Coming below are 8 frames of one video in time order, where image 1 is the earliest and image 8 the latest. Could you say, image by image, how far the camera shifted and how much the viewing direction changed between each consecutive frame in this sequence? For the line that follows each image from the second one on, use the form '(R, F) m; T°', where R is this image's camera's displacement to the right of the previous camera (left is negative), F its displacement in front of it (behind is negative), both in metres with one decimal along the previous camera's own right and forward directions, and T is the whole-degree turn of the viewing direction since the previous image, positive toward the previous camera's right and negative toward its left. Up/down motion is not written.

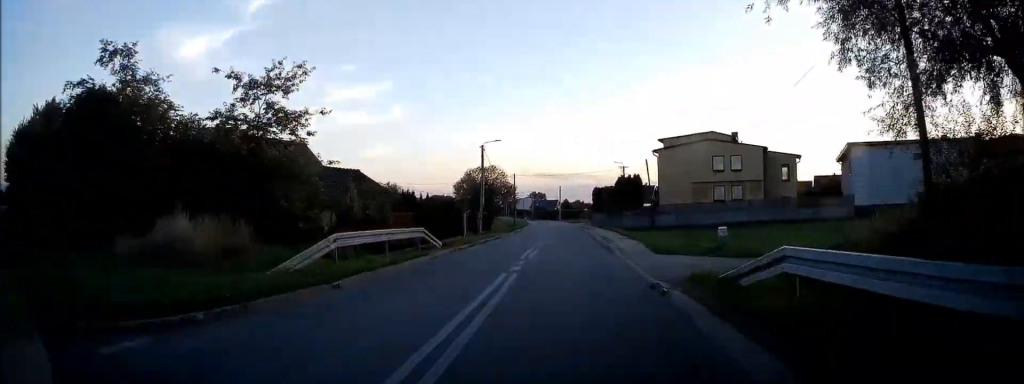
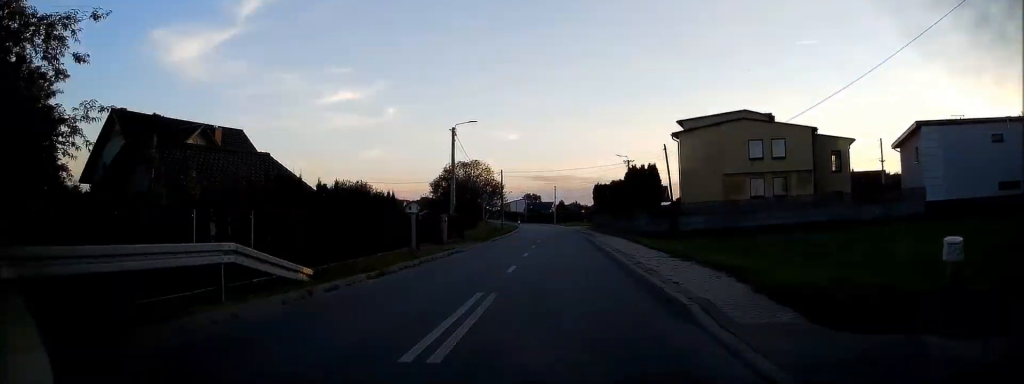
(+0.3, +12.8) m; +1°
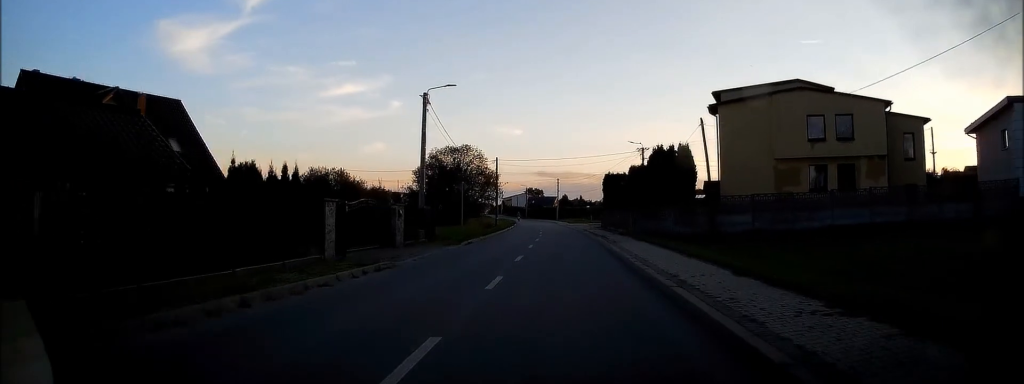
(-0.1, +10.5) m; -1°
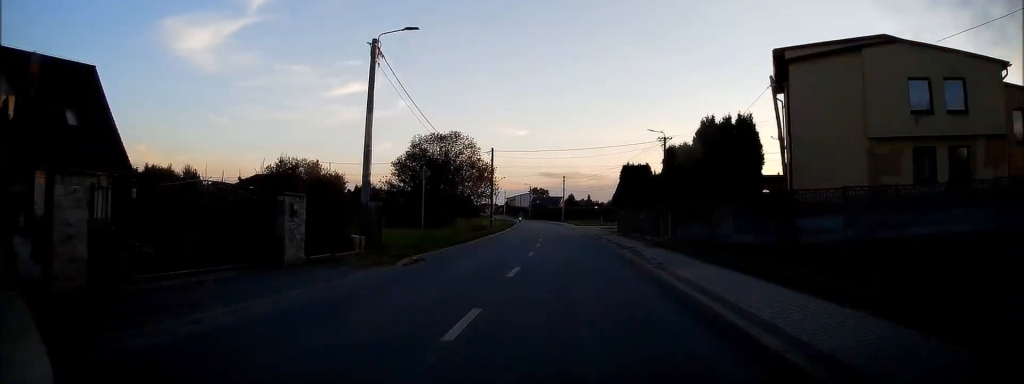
(-0.2, +10.7) m; -1°
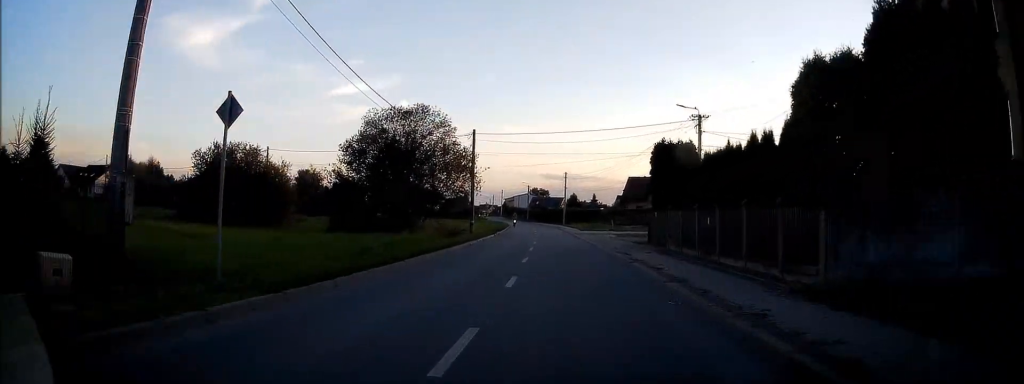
(0.0, +14.1) m; 0°
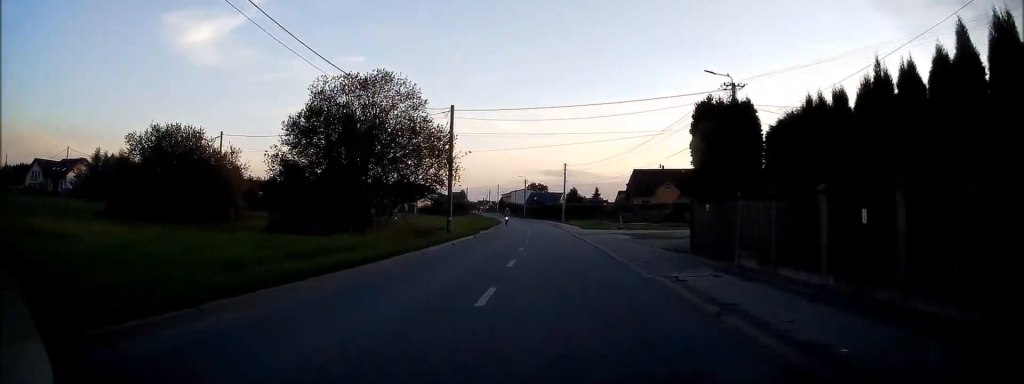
(0.0, +9.2) m; 0°
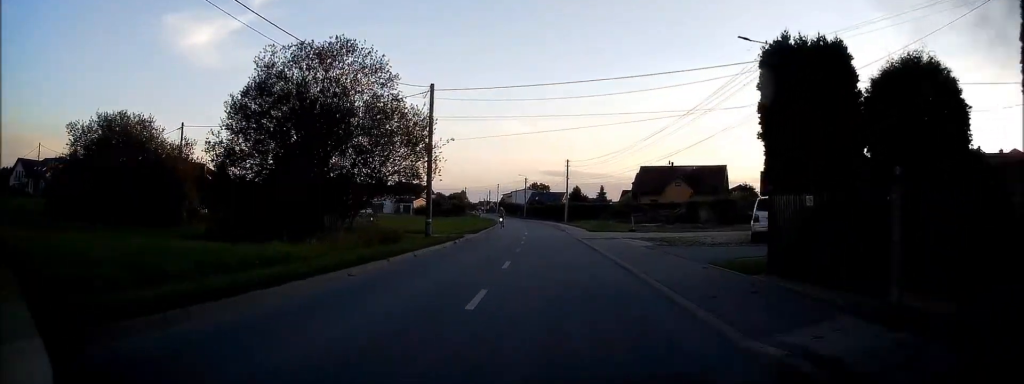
(0.0, +6.7) m; 0°
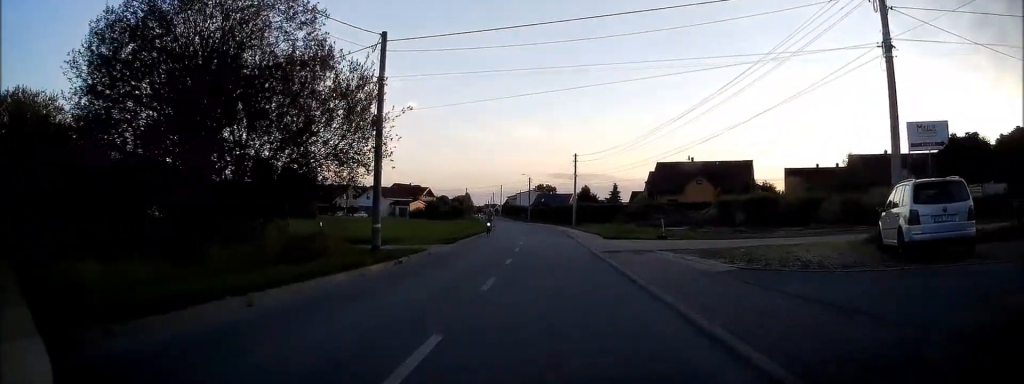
(0.0, +10.1) m; 0°
